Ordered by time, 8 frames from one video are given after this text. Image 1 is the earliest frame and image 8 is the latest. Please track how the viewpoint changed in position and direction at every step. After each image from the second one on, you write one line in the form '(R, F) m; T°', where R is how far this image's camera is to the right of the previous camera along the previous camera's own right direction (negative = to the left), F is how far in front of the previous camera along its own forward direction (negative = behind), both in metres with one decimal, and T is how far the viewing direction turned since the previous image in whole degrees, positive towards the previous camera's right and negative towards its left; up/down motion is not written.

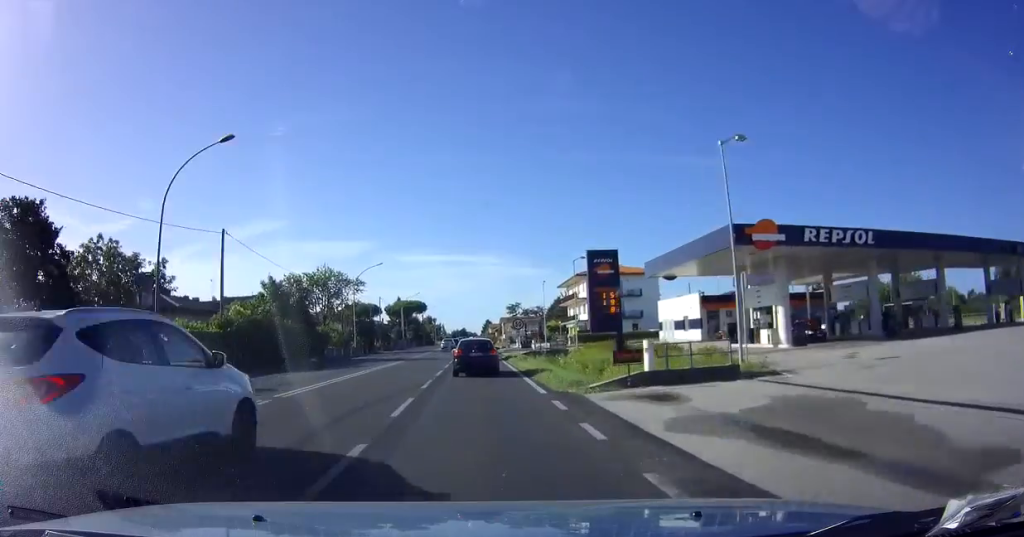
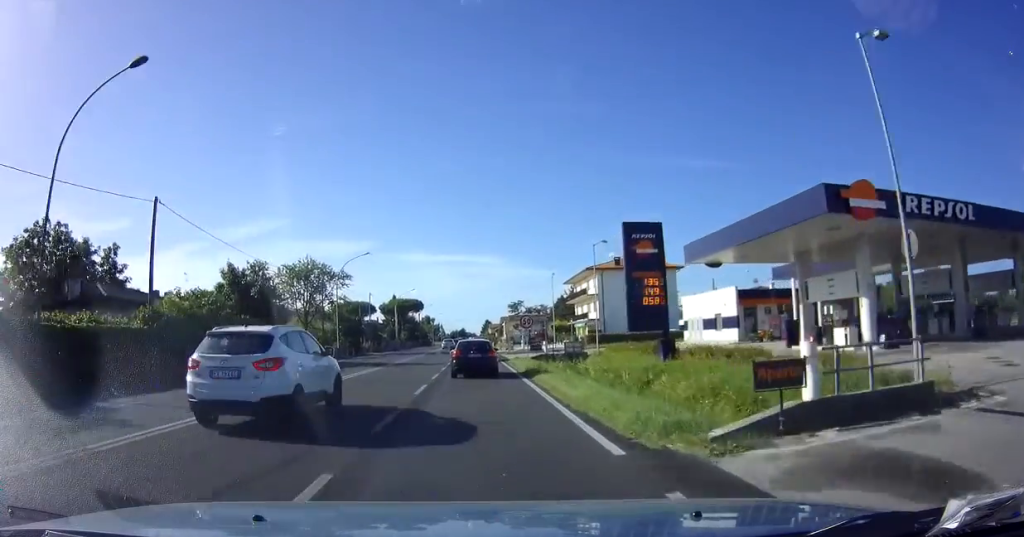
(-0.1, +7.3) m; 0°
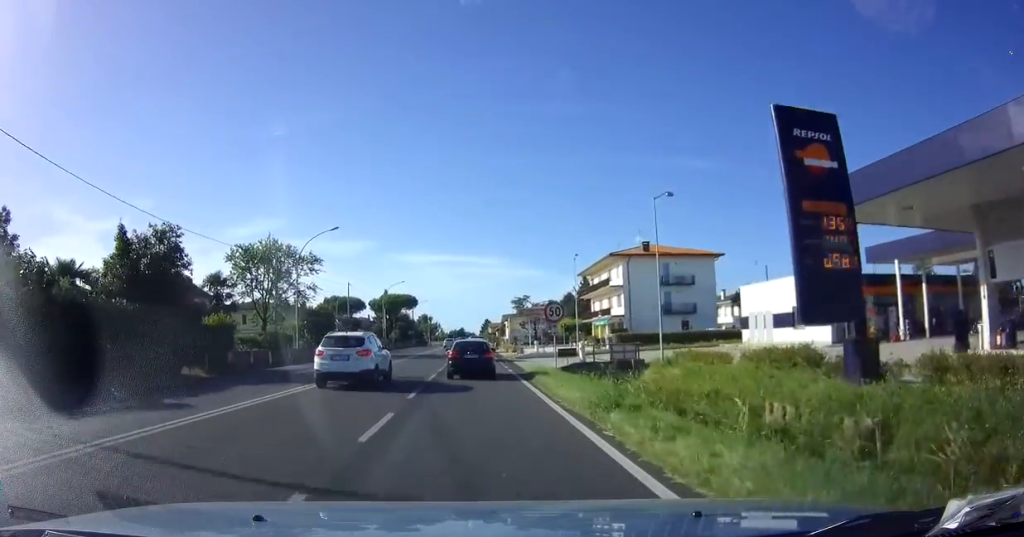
(+0.1, +12.1) m; 0°
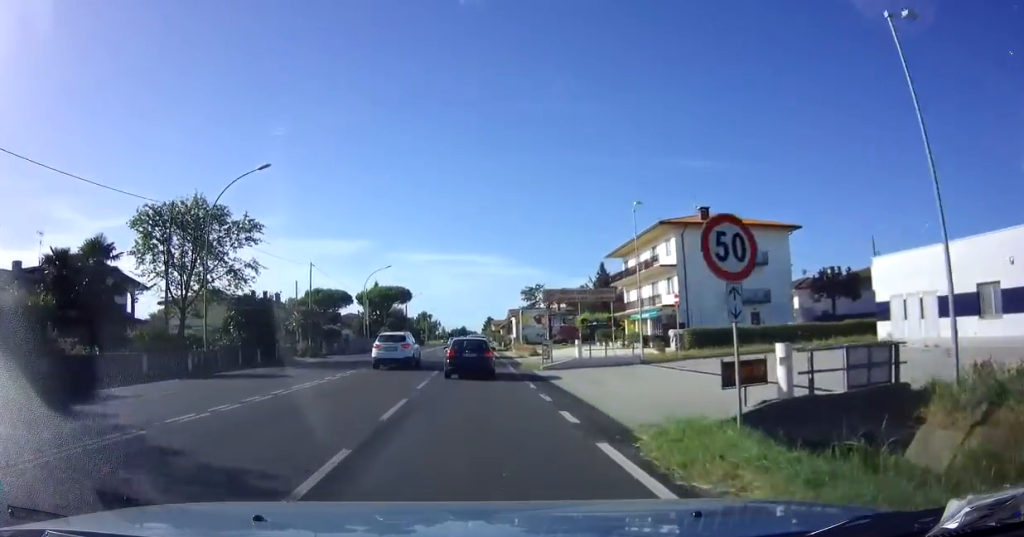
(-0.1, +14.9) m; 0°
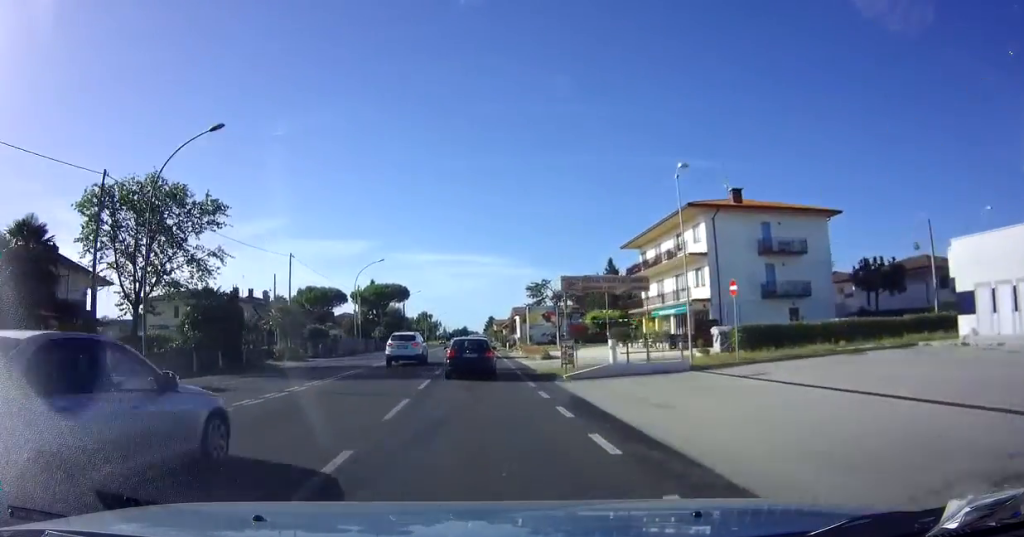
(0.0, +5.7) m; 0°
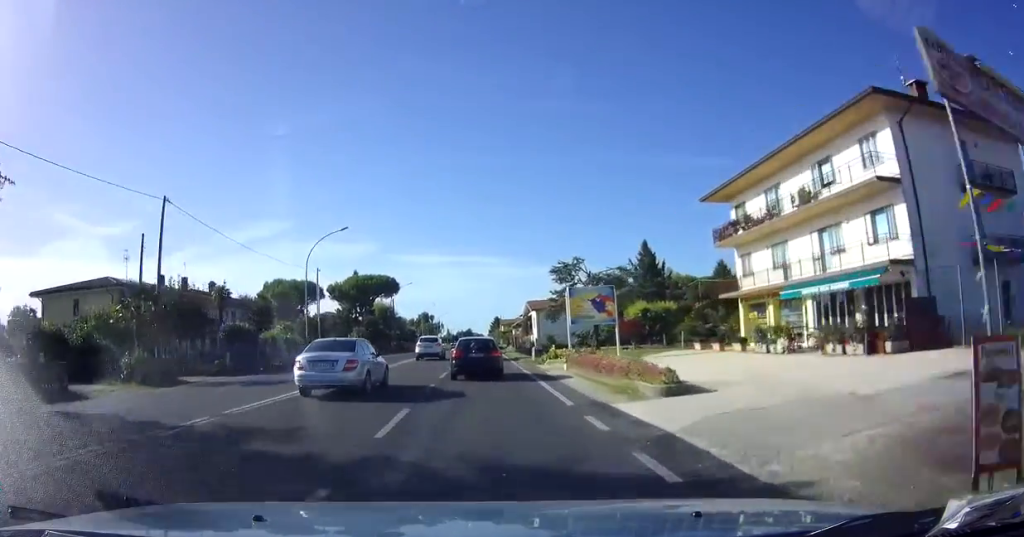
(0.0, +19.4) m; +1°
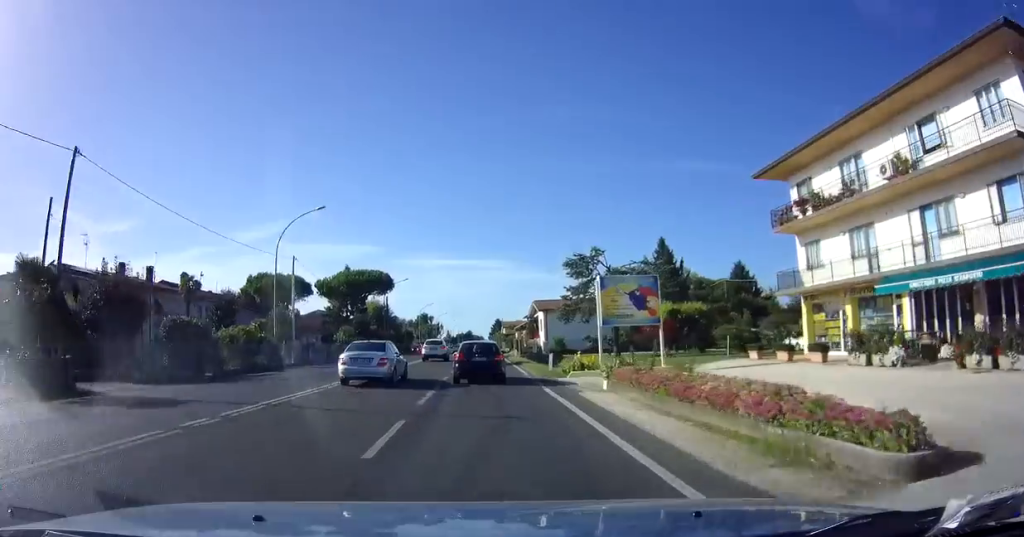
(+0.1, +6.9) m; 0°
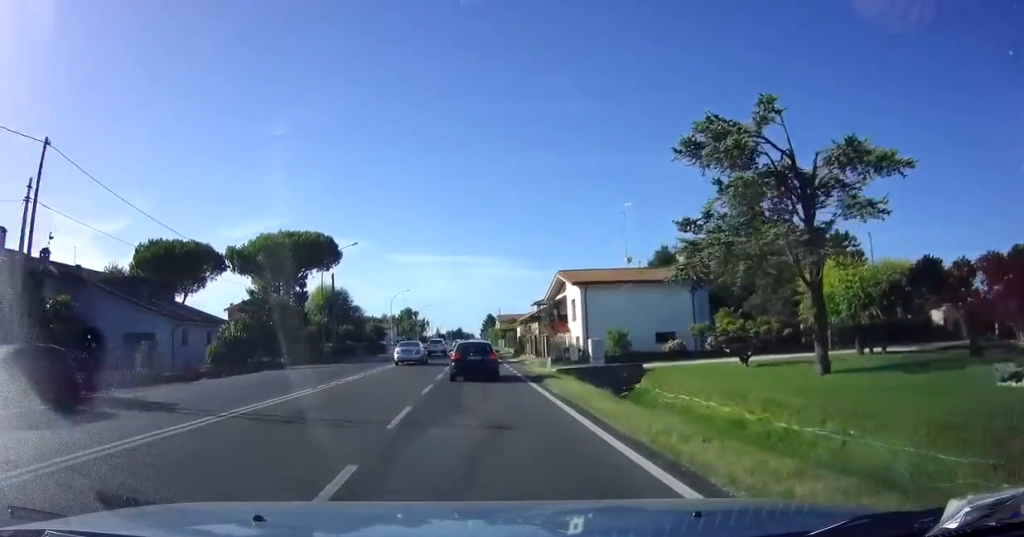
(-0.1, +26.8) m; 0°
